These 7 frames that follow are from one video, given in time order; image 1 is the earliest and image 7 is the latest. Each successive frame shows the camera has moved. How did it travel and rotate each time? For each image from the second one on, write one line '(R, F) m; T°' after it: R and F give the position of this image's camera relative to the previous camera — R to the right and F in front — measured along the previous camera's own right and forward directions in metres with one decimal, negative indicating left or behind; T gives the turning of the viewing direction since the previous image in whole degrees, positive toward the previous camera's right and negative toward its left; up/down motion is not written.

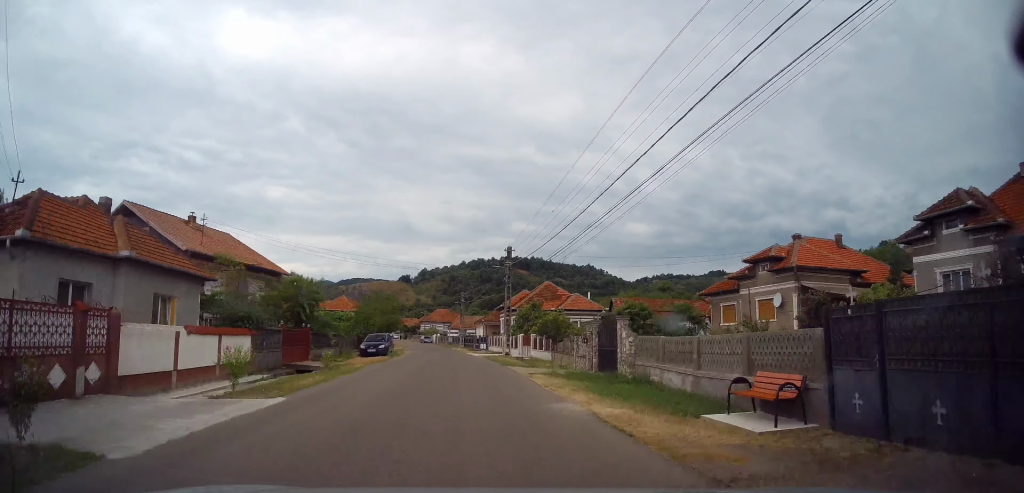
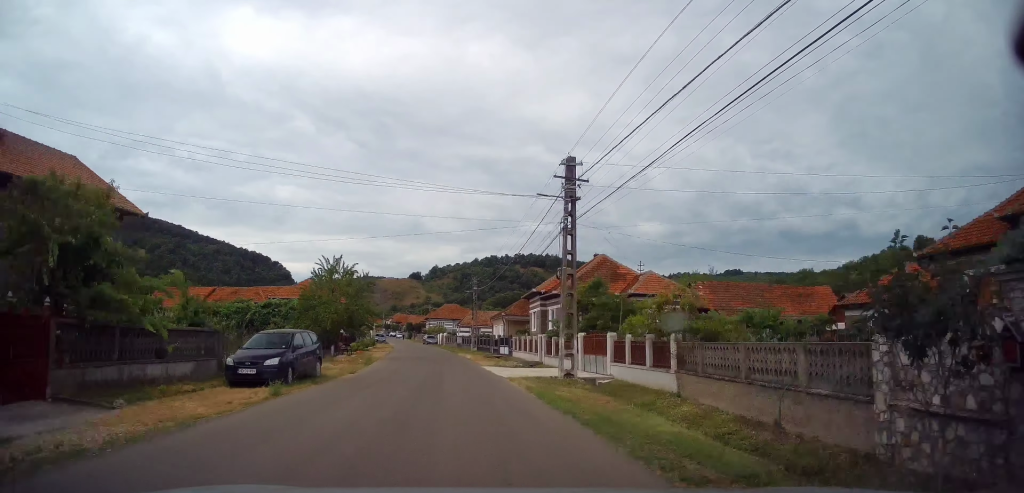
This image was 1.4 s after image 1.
(+0.4, +15.3) m; +4°
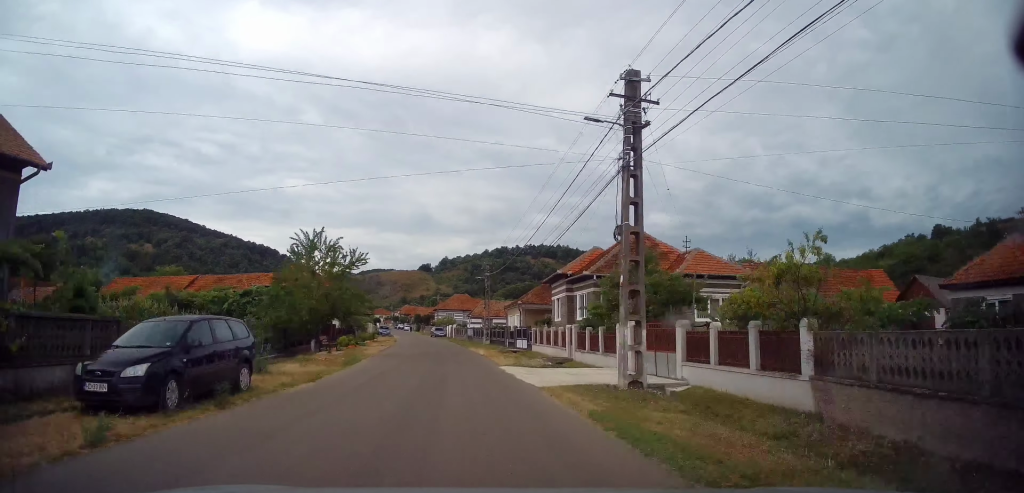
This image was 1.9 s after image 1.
(0.0, +4.8) m; +1°
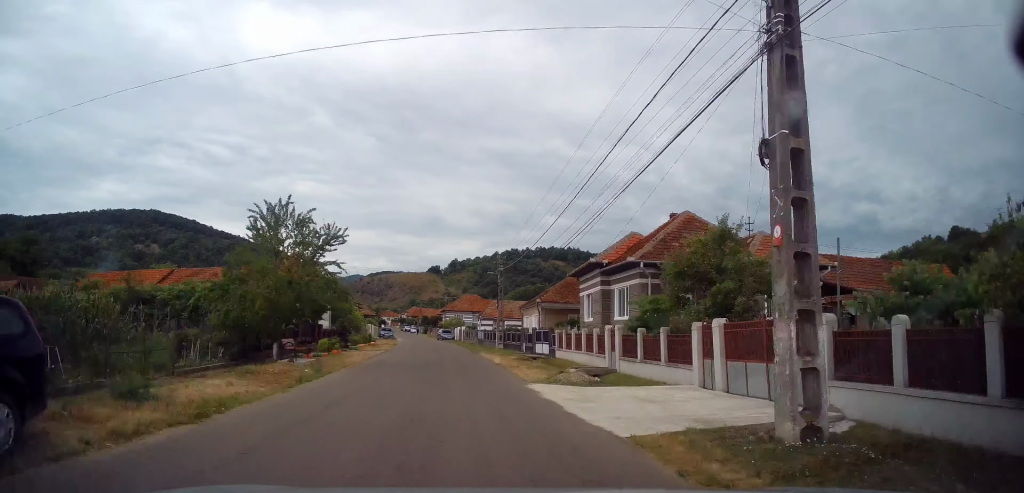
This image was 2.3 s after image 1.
(+0.1, +5.9) m; -3°
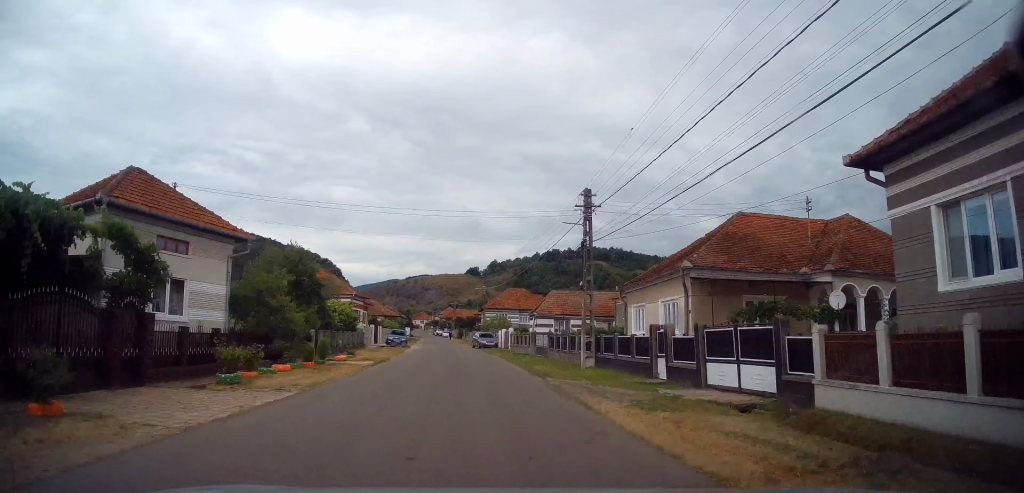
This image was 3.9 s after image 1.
(-2.6, +24.0) m; -11°
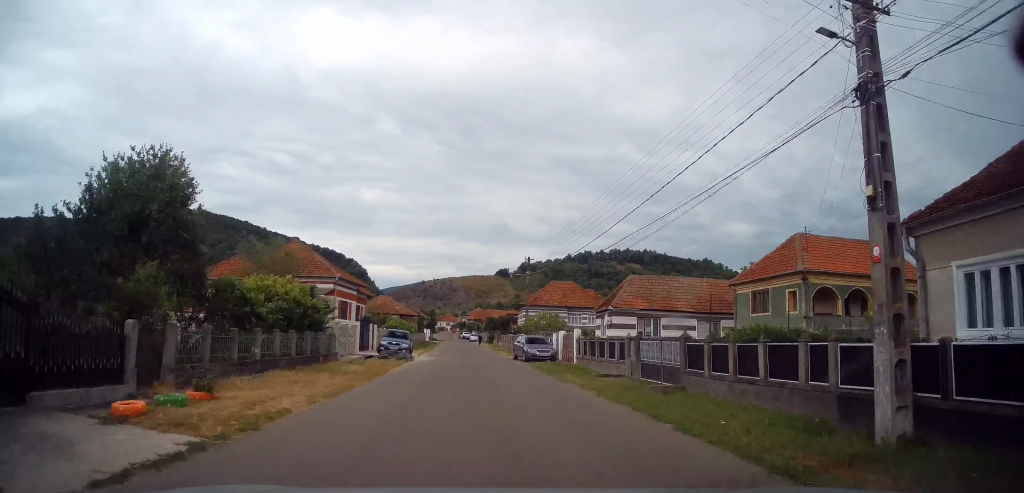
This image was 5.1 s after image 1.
(0.0, +22.9) m; -1°
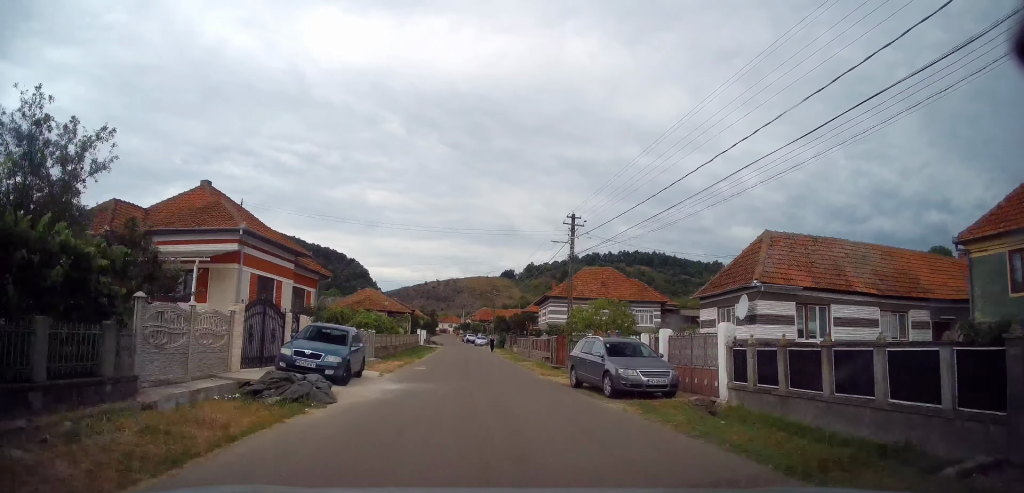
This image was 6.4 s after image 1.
(-0.4, +21.3) m; -1°
